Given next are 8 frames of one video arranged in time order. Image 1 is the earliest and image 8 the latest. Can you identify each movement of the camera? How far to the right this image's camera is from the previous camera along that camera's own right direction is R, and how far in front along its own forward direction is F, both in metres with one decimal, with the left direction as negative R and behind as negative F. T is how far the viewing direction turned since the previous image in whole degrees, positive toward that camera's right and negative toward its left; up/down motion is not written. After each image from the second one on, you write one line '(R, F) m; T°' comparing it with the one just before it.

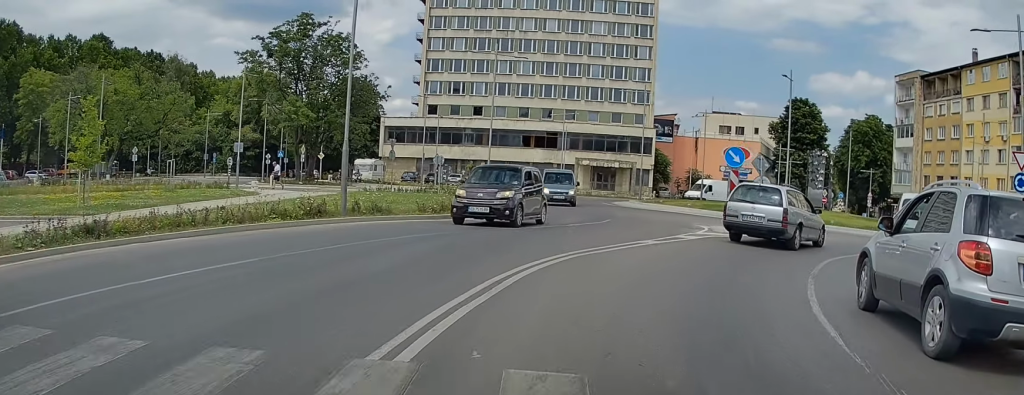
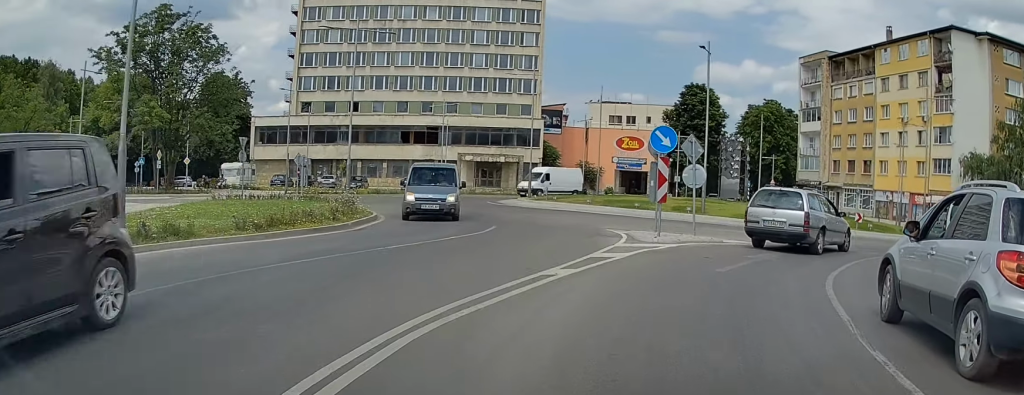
(+0.2, +5.7) m; +9°
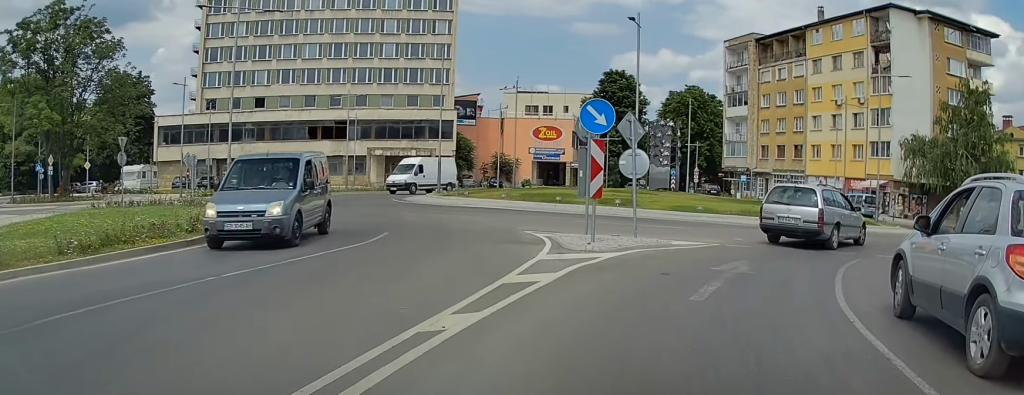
(+0.4, +3.6) m; +6°
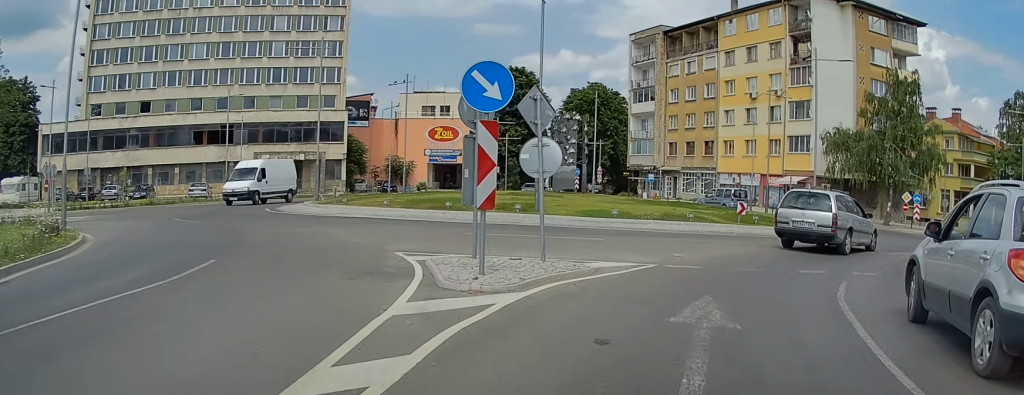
(+0.3, +4.0) m; +8°
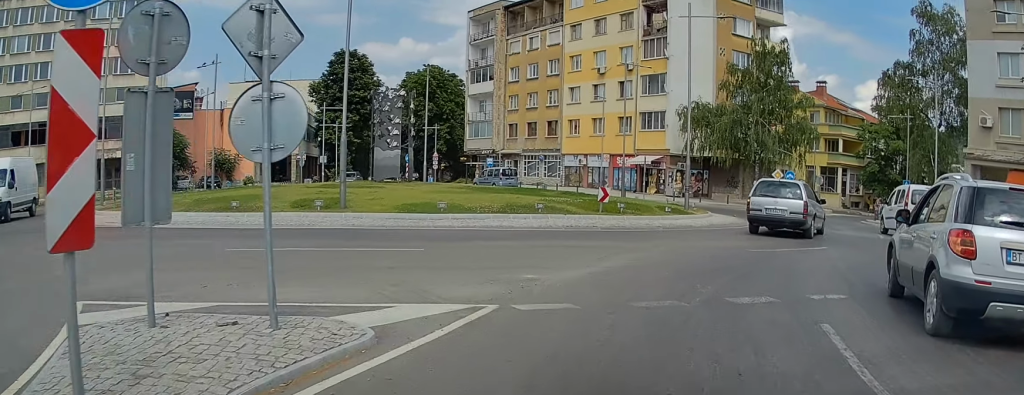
(+0.4, +5.1) m; +12°
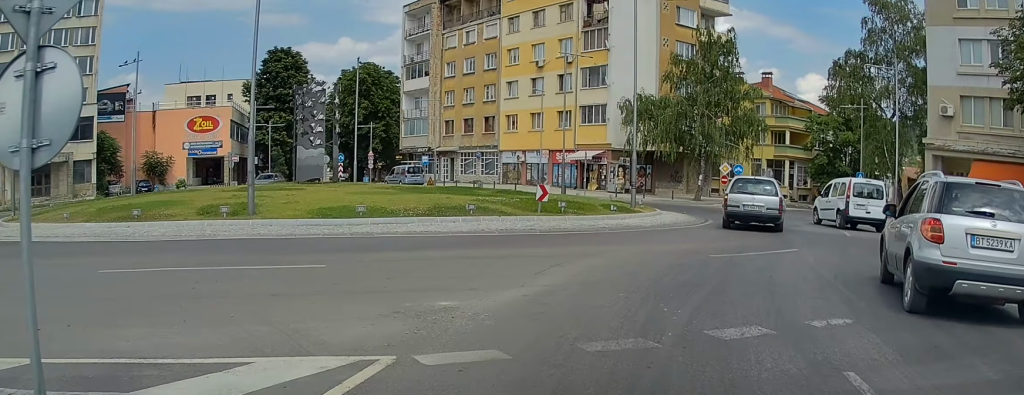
(+0.3, +2.3) m; +6°
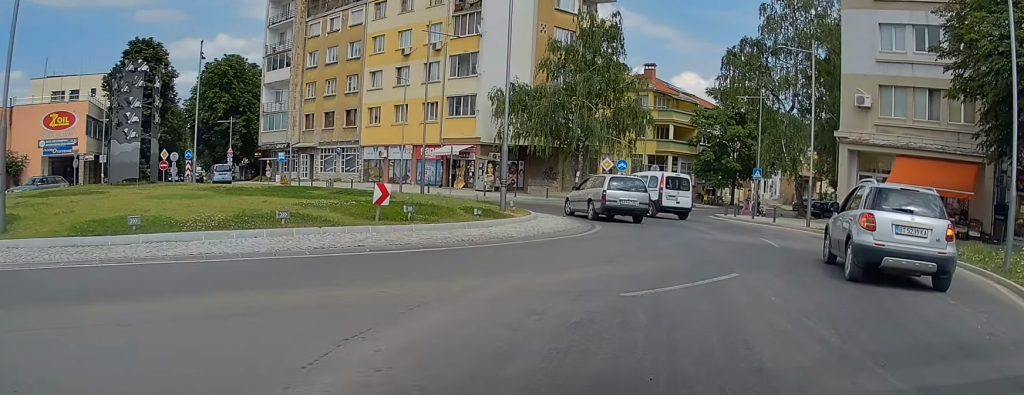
(+0.3, +5.4) m; +10°
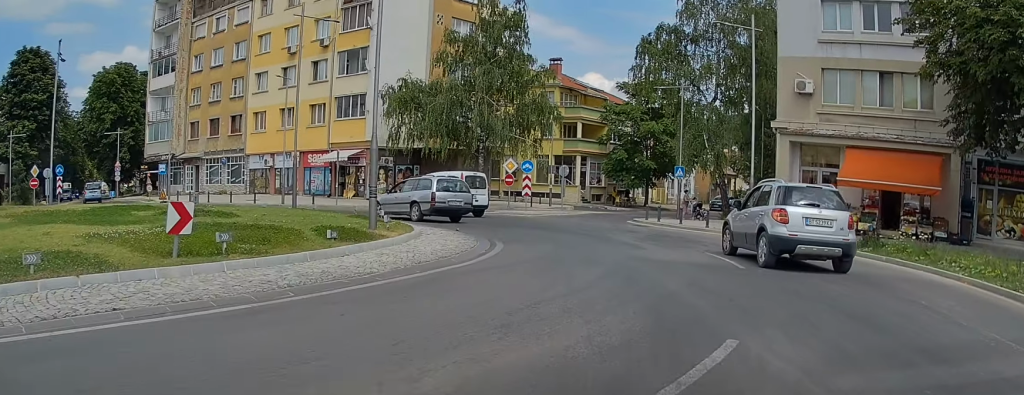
(+0.5, +4.6) m; +12°
